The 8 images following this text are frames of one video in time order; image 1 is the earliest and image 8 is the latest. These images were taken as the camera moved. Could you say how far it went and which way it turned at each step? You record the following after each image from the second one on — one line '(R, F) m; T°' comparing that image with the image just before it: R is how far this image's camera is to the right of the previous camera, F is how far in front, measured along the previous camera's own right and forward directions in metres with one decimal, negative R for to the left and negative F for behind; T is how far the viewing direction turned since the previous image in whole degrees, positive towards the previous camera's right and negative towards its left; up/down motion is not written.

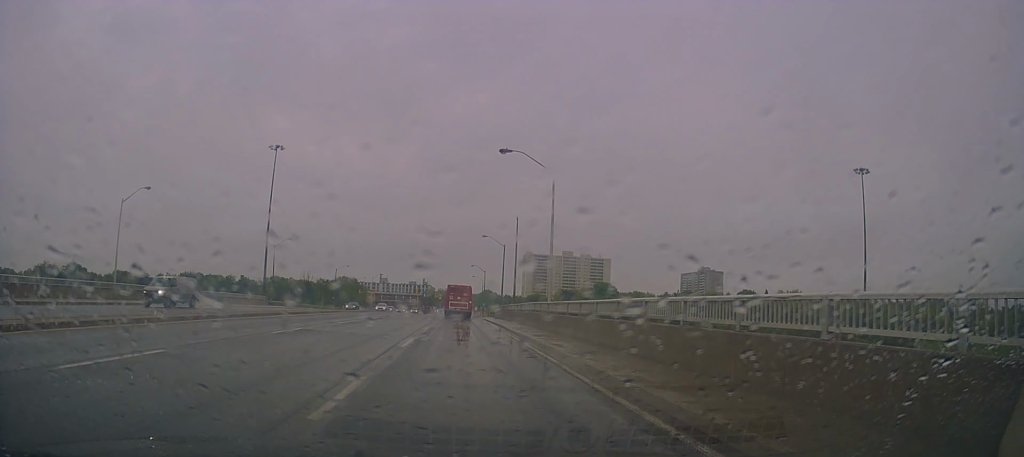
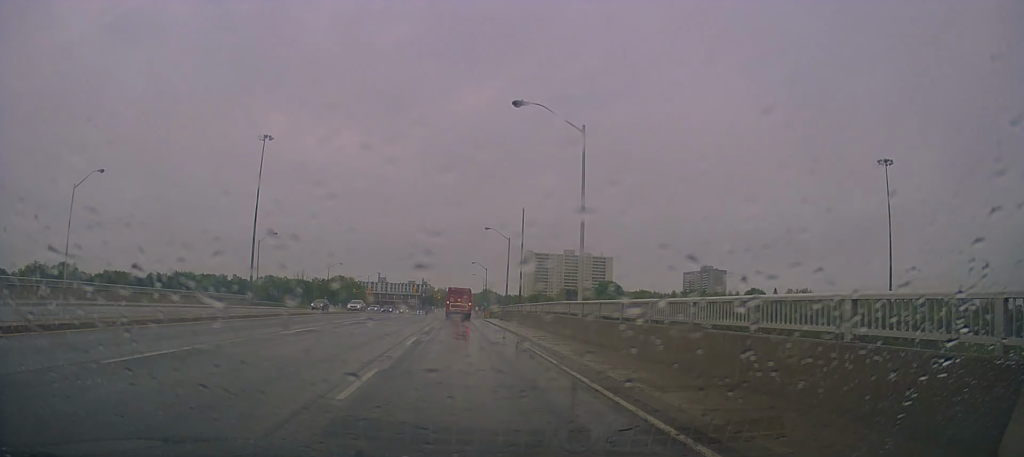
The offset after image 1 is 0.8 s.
(-0.1, +8.1) m; -1°
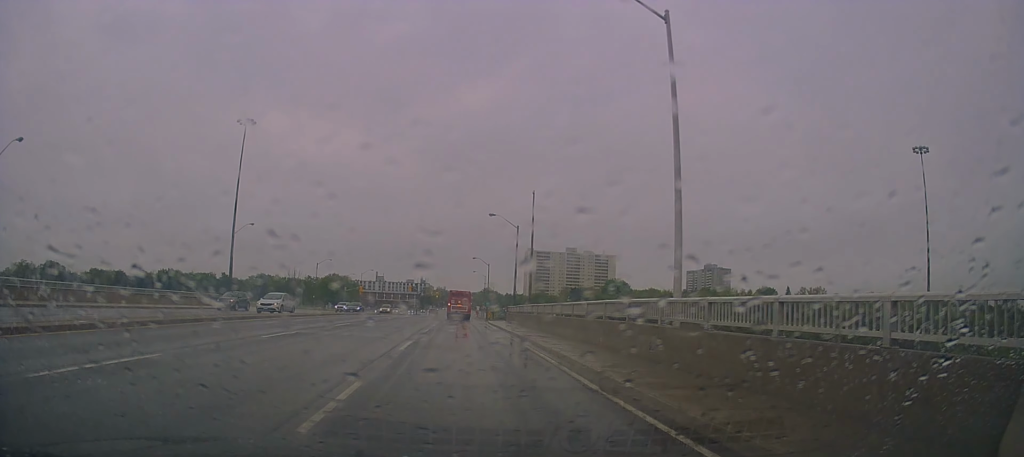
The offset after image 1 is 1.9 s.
(0.0, +10.5) m; +3°
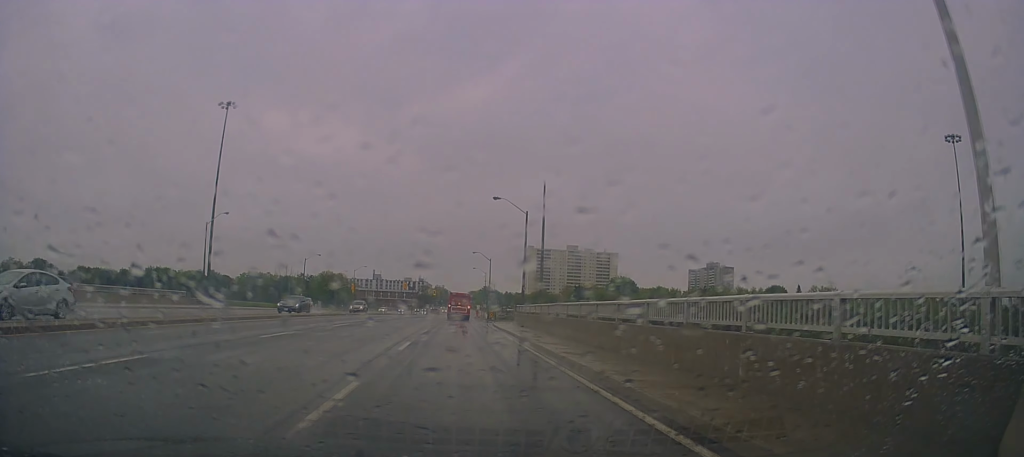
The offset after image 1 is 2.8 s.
(+0.4, +8.8) m; +2°
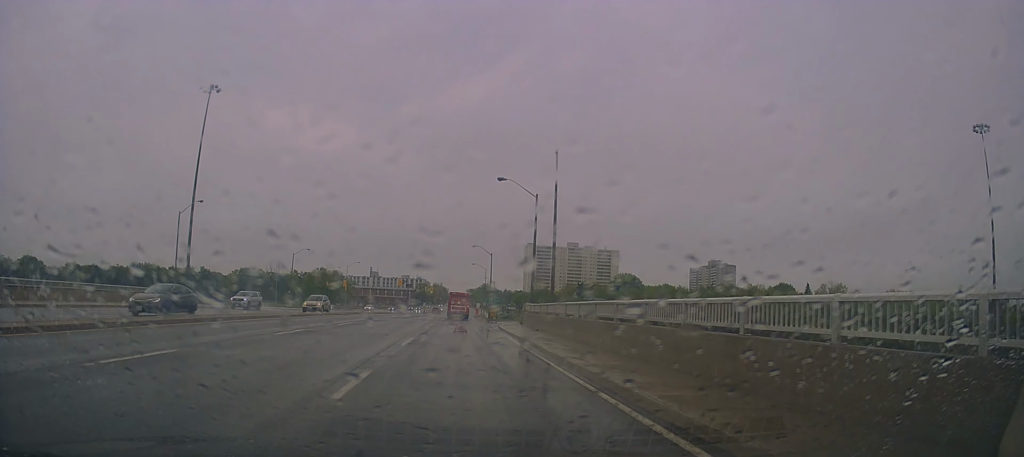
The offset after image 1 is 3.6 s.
(0.0, +7.4) m; -2°
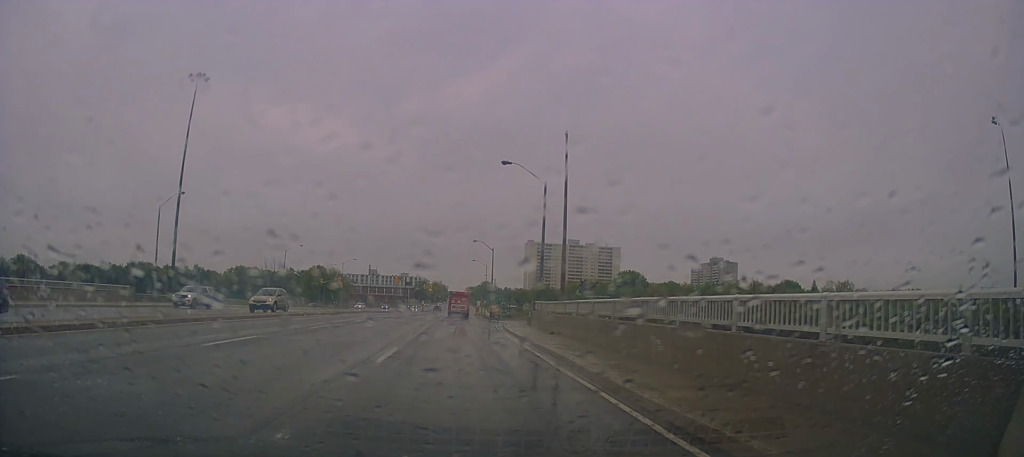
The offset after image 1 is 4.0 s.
(+0.1, +4.6) m; -2°
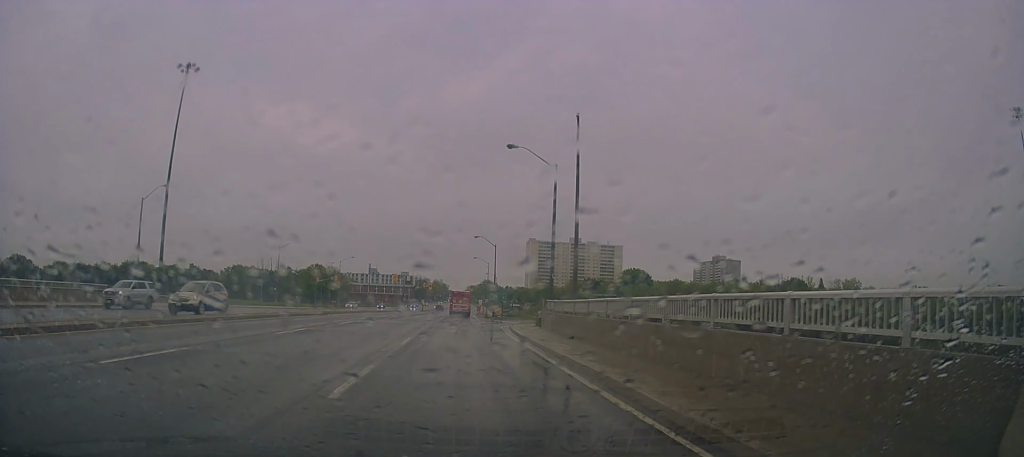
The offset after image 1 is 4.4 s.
(-0.2, +4.0) m; 0°
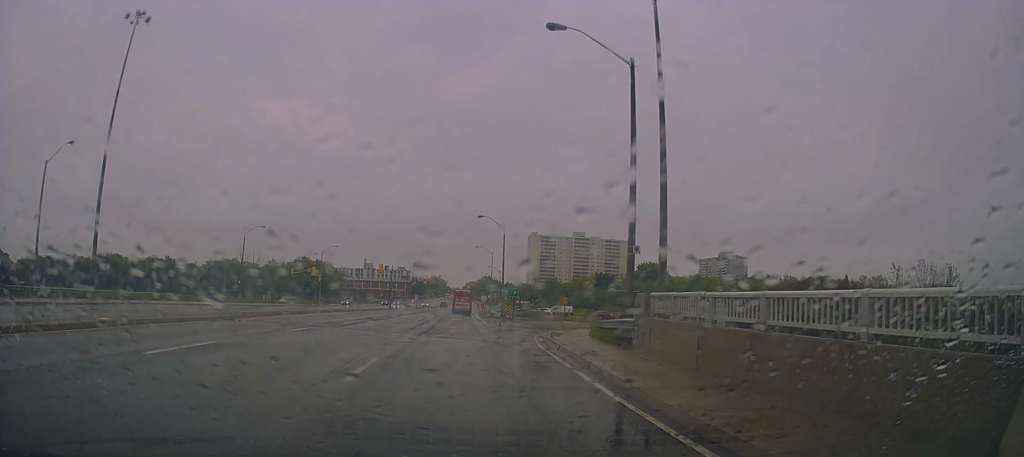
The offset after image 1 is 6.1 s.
(+0.3, +16.6) m; +2°
